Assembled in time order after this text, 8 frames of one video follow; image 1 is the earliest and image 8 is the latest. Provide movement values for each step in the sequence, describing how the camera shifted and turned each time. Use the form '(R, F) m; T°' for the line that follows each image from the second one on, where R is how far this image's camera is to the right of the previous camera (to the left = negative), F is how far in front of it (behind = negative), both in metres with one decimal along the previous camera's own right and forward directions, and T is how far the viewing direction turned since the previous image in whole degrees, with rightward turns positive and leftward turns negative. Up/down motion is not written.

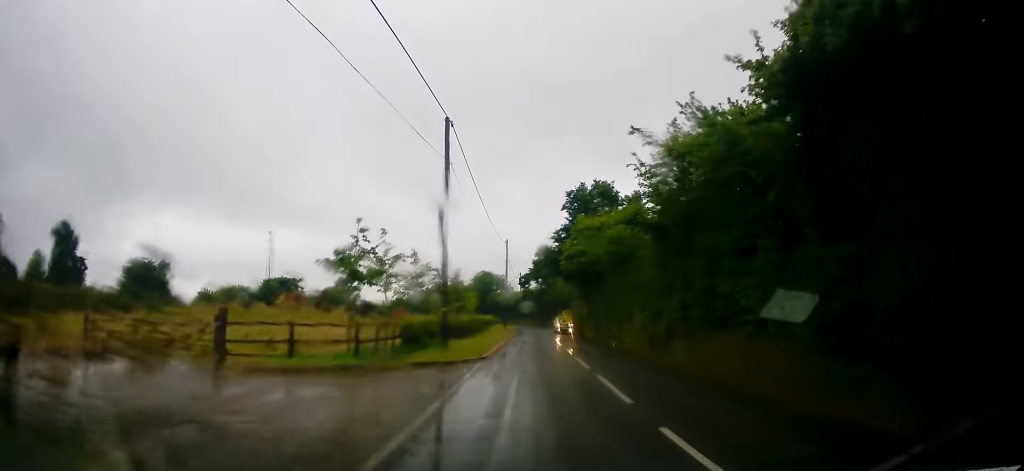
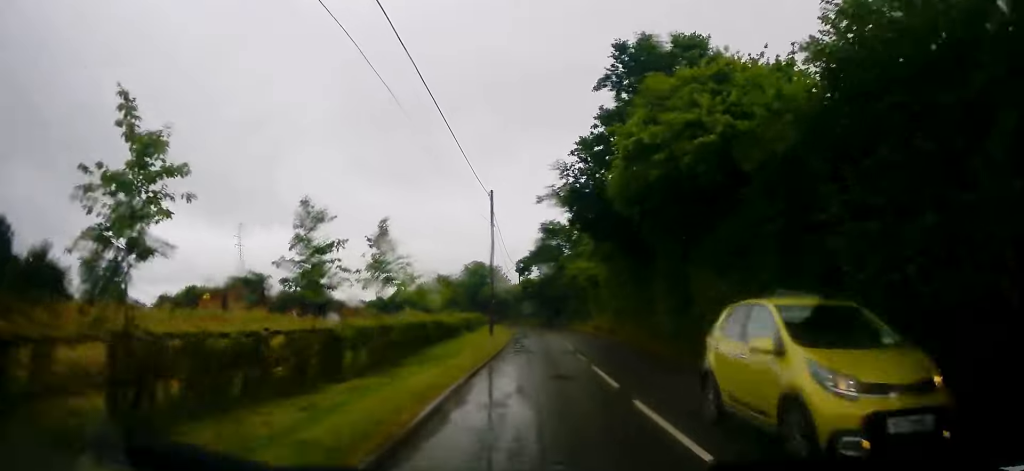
(-0.4, +22.2) m; 0°
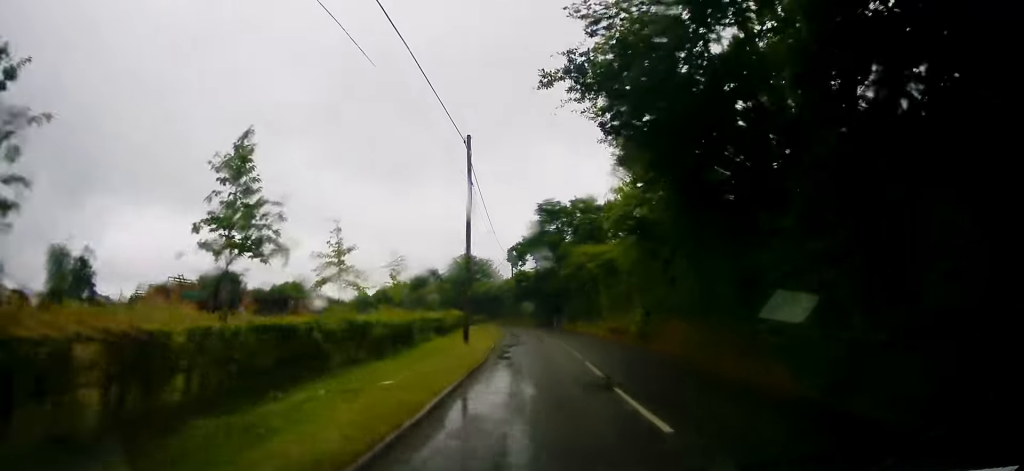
(+0.4, +11.0) m; 0°
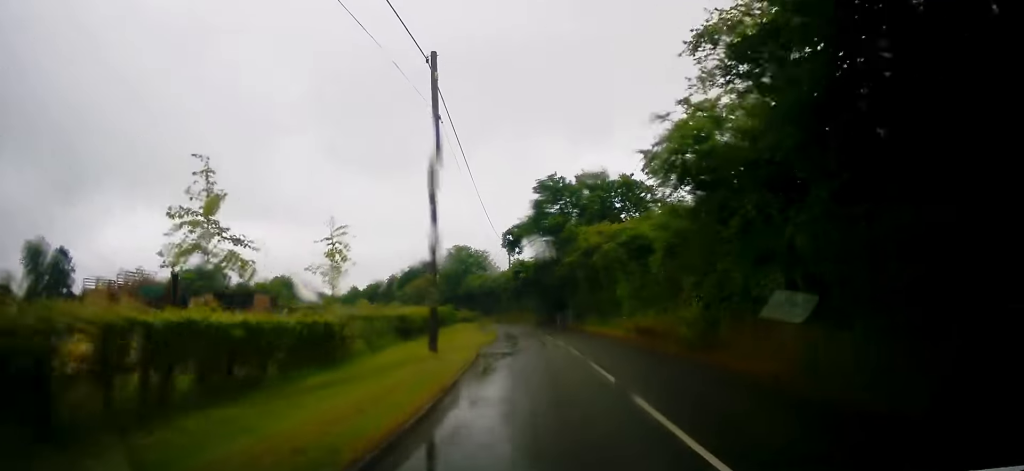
(-0.2, +8.2) m; -1°
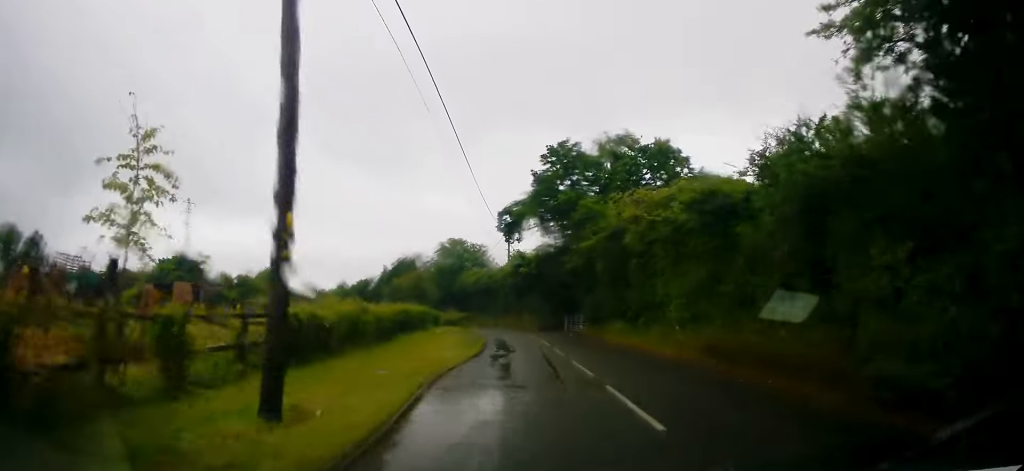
(-0.2, +10.1) m; -1°
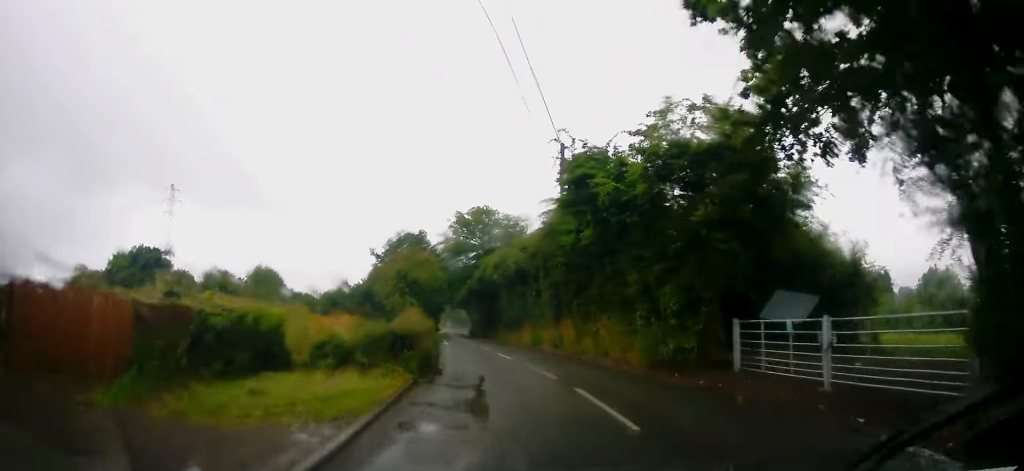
(-0.2, +30.7) m; -4°
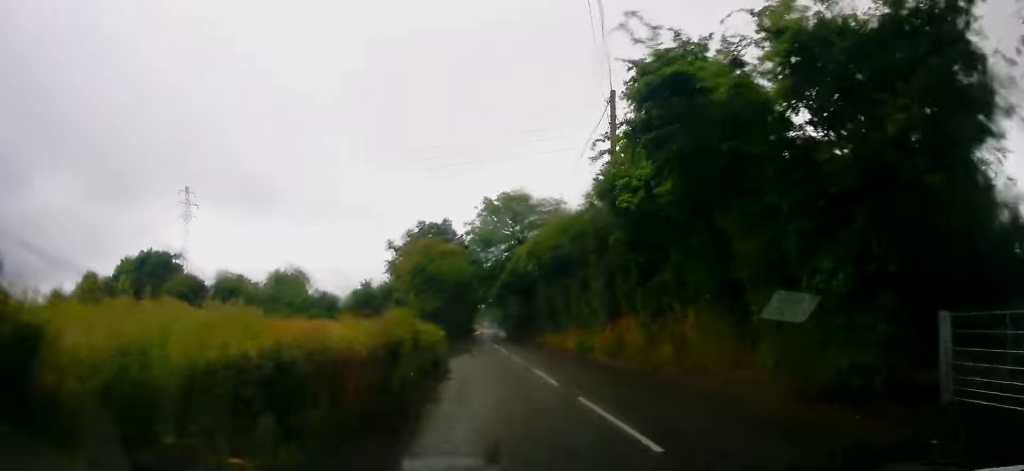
(-0.2, +6.9) m; -2°
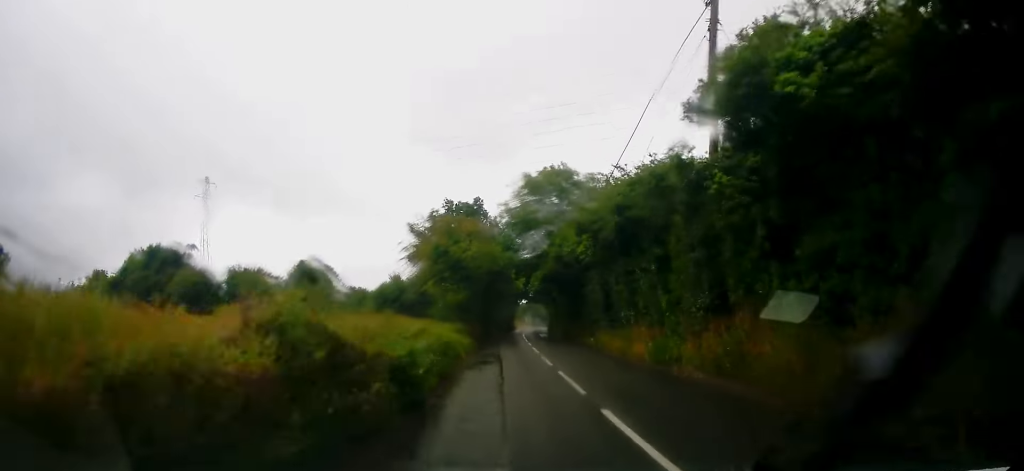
(-0.1, +7.3) m; -2°
